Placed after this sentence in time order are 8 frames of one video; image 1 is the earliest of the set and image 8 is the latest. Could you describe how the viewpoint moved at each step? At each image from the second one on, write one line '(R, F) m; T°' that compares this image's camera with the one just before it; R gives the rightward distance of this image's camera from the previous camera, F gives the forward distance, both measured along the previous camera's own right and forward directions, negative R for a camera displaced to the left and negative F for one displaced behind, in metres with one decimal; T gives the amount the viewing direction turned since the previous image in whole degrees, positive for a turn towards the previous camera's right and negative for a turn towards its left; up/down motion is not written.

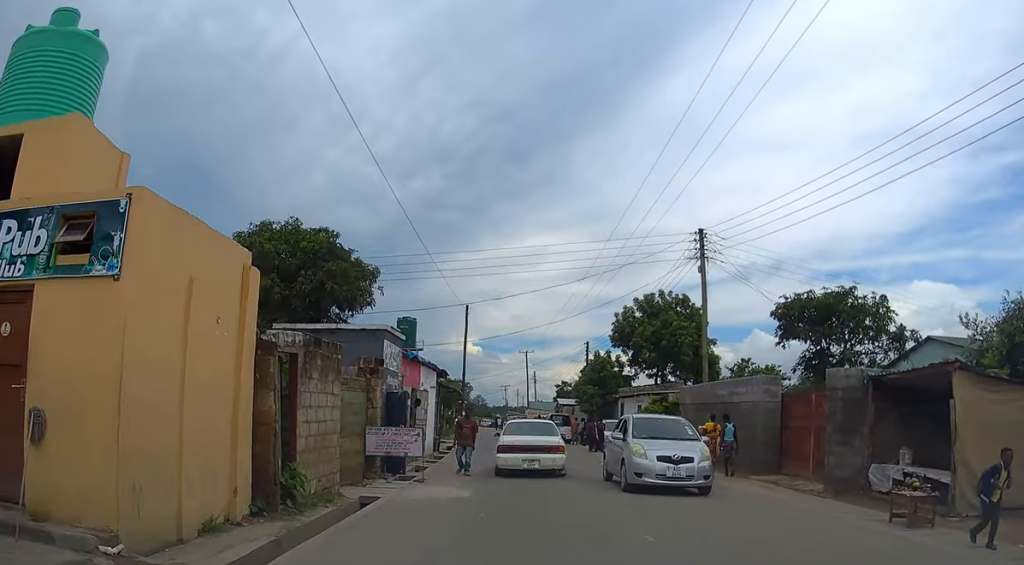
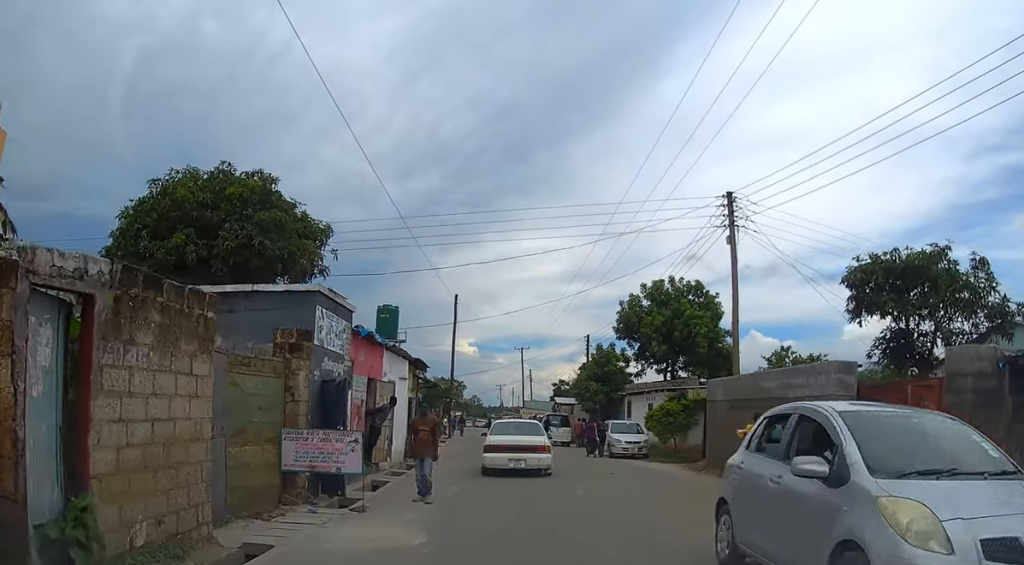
(0.0, +4.9) m; +1°
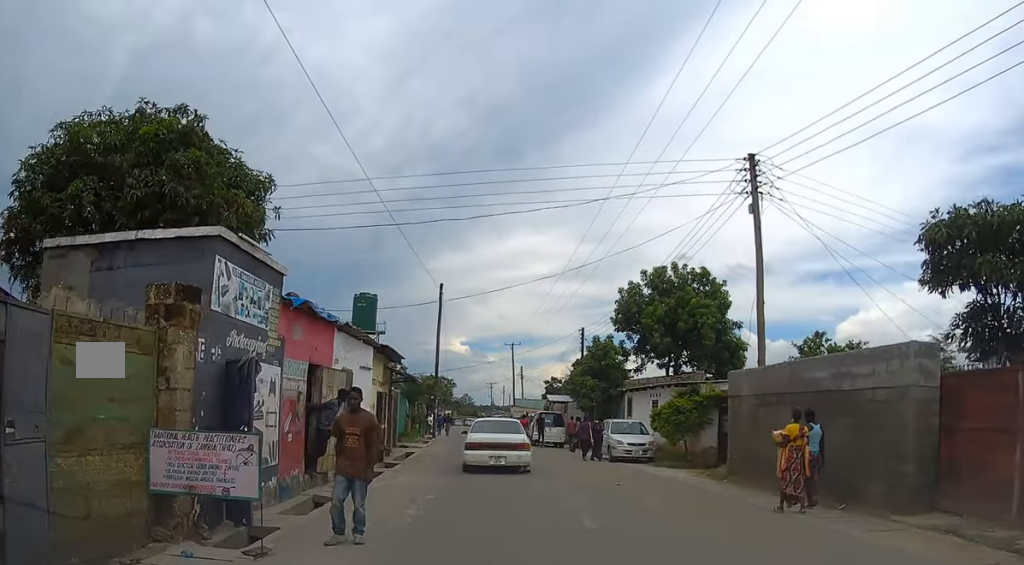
(0.0, +3.6) m; 0°
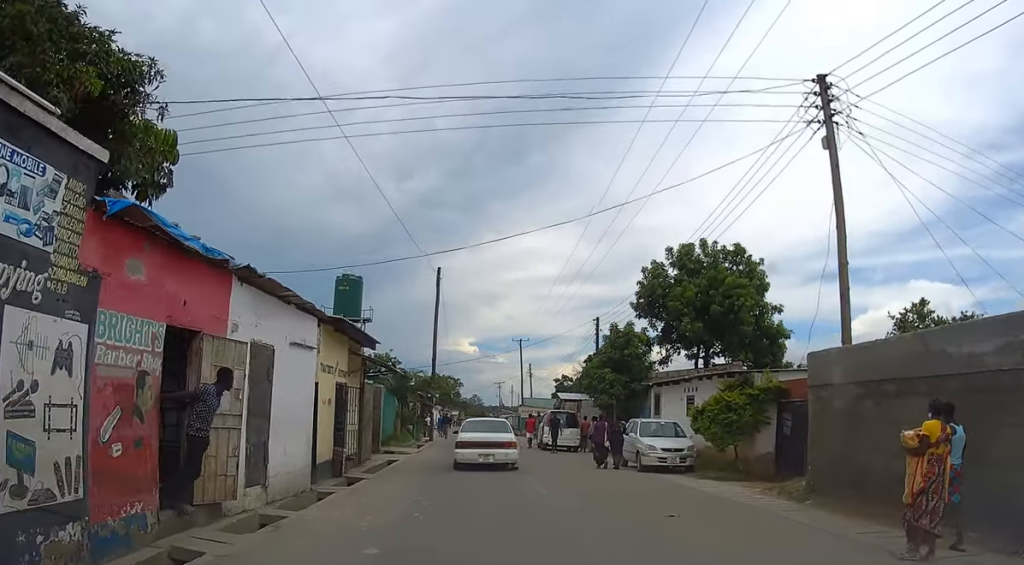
(0.0, +5.2) m; -1°
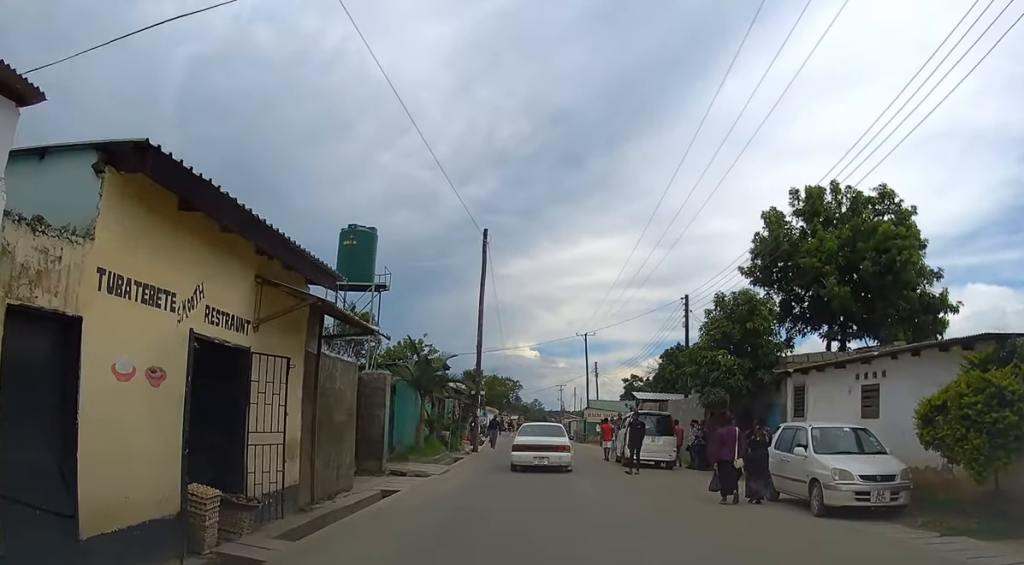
(-0.3, +8.9) m; -3°
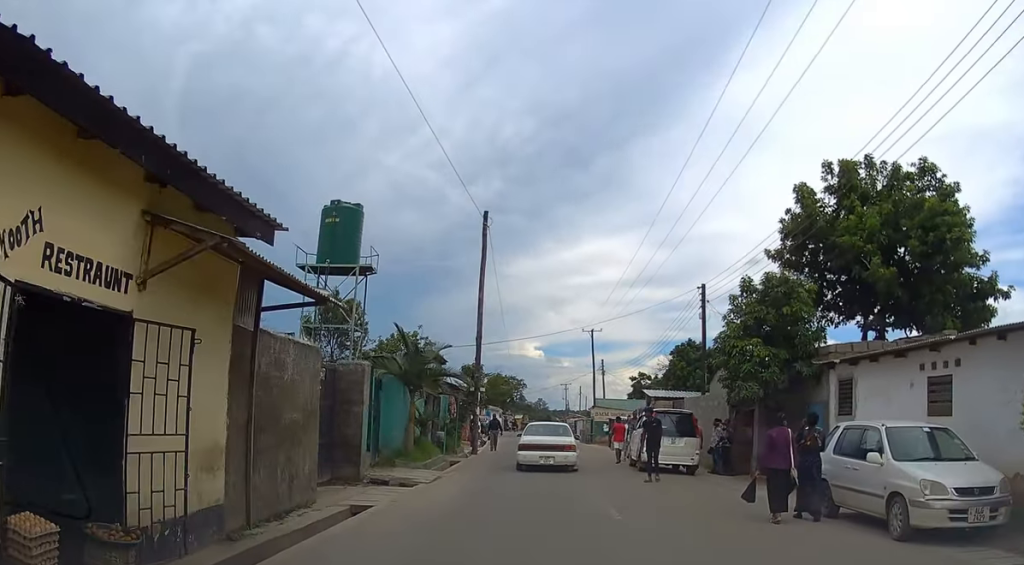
(0.0, +2.6) m; 0°
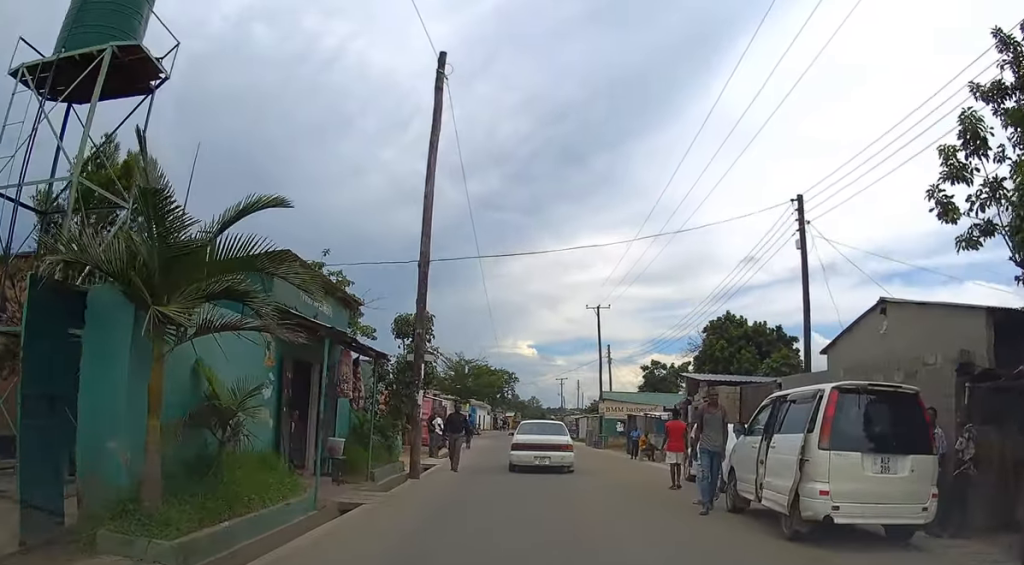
(-0.2, +12.5) m; -1°
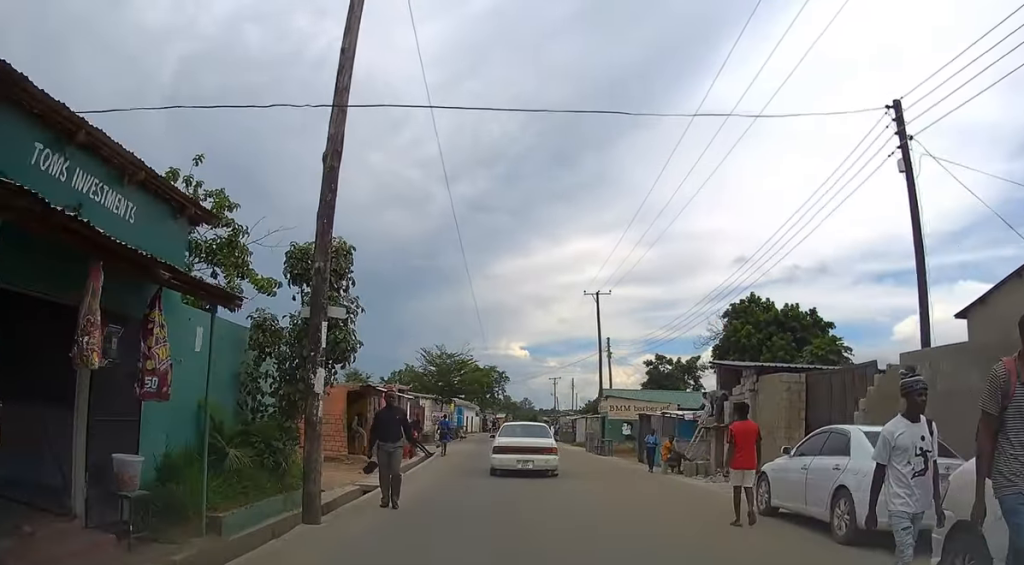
(0.0, +6.6) m; +1°
